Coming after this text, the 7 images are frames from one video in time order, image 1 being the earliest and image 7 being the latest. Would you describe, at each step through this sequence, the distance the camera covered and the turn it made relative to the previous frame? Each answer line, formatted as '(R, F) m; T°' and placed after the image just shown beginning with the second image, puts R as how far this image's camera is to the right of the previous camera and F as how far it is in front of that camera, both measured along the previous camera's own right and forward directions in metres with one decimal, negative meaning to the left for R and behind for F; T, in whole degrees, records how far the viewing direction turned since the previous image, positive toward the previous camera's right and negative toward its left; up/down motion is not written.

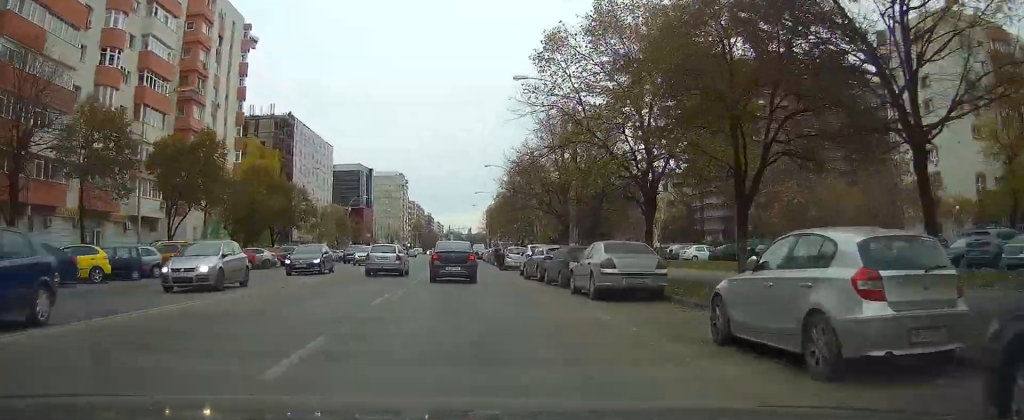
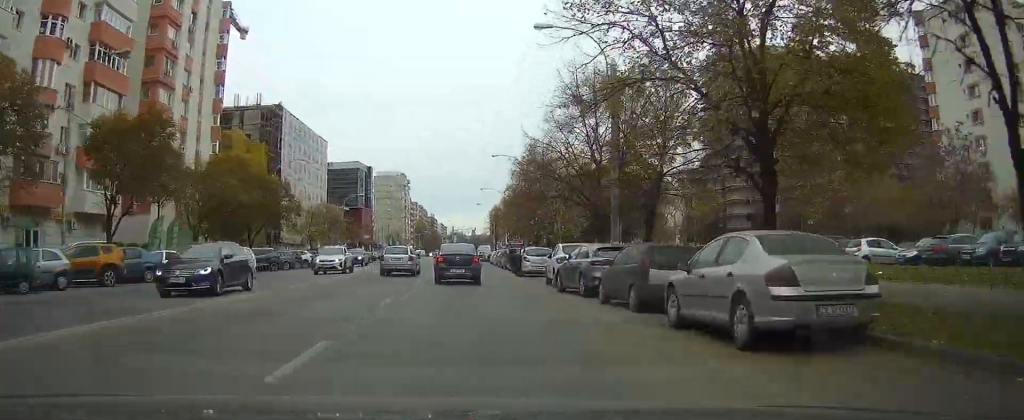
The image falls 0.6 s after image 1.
(0.0, +9.0) m; 0°
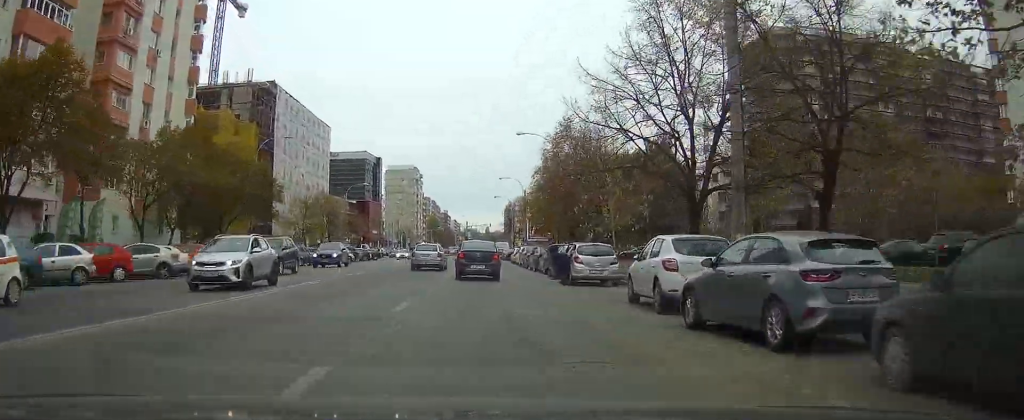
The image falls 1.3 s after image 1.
(0.0, +11.0) m; 0°
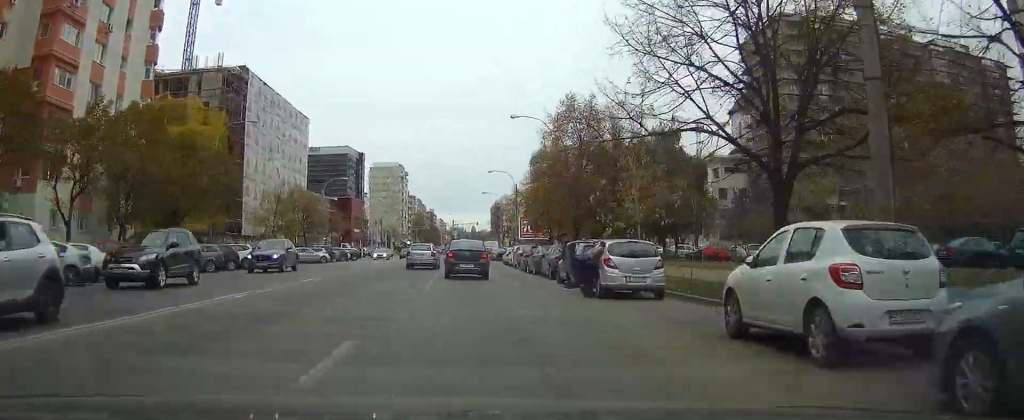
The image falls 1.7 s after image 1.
(0.0, +6.8) m; 0°
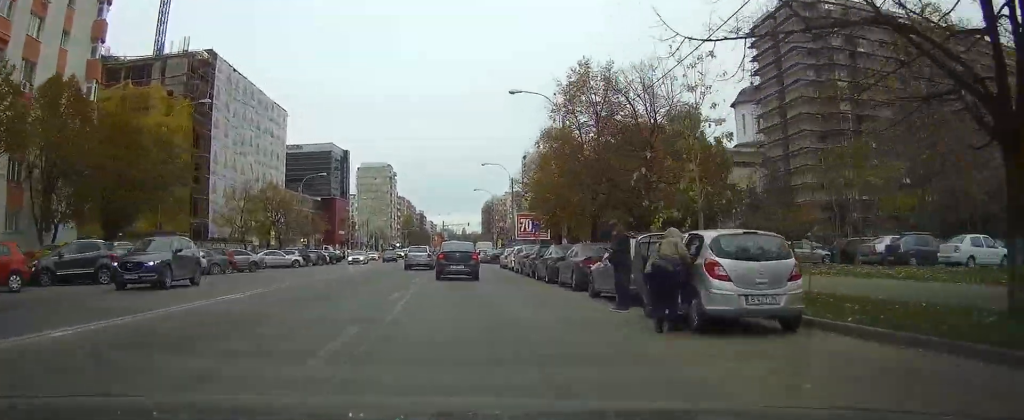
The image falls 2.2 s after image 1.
(0.0, +7.8) m; 0°
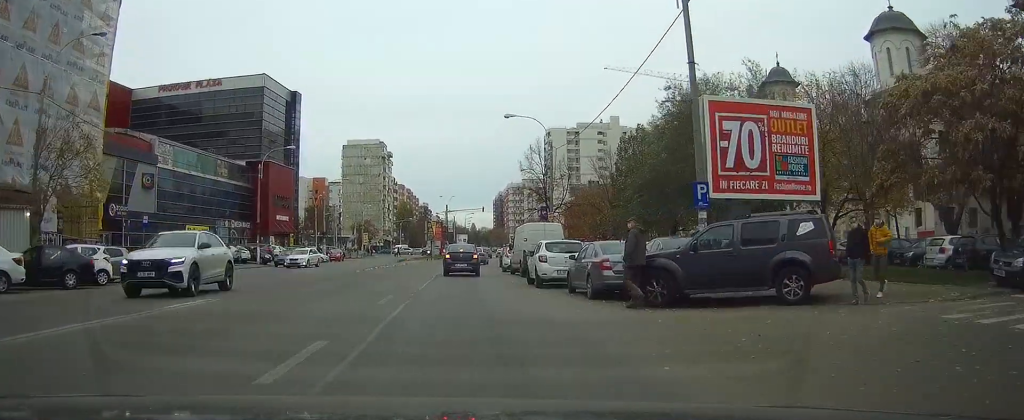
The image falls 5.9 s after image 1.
(+0.2, +55.3) m; 0°
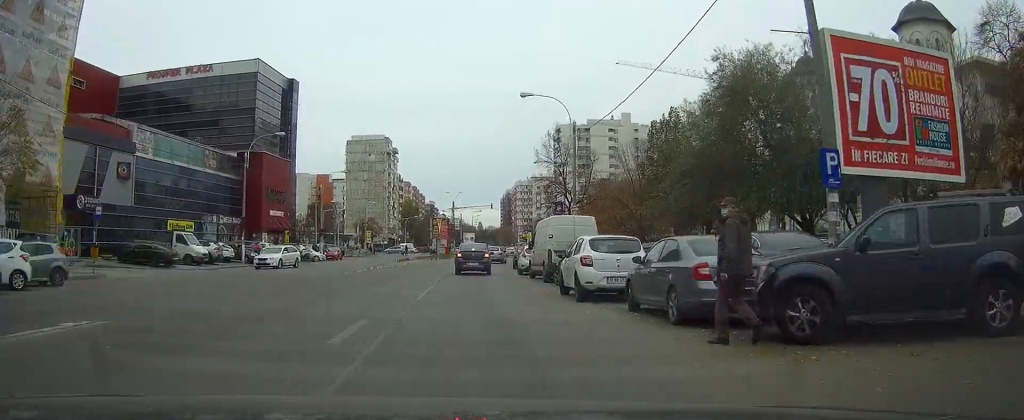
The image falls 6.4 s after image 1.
(-0.1, +6.5) m; 0°
